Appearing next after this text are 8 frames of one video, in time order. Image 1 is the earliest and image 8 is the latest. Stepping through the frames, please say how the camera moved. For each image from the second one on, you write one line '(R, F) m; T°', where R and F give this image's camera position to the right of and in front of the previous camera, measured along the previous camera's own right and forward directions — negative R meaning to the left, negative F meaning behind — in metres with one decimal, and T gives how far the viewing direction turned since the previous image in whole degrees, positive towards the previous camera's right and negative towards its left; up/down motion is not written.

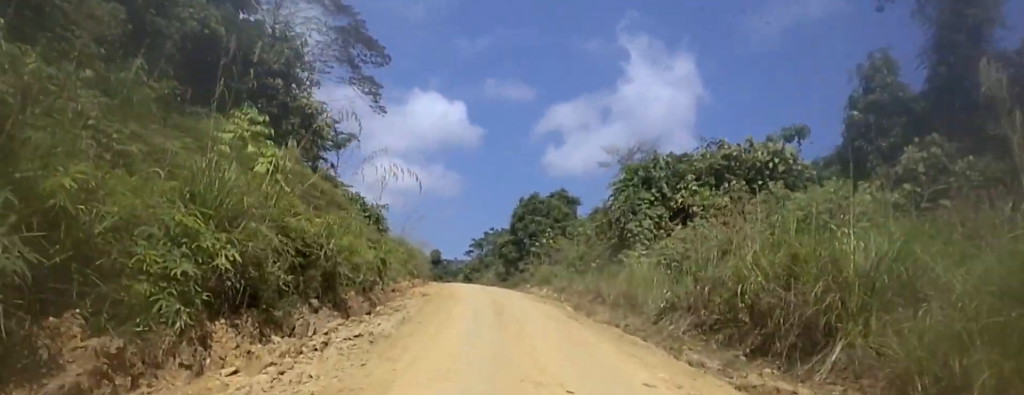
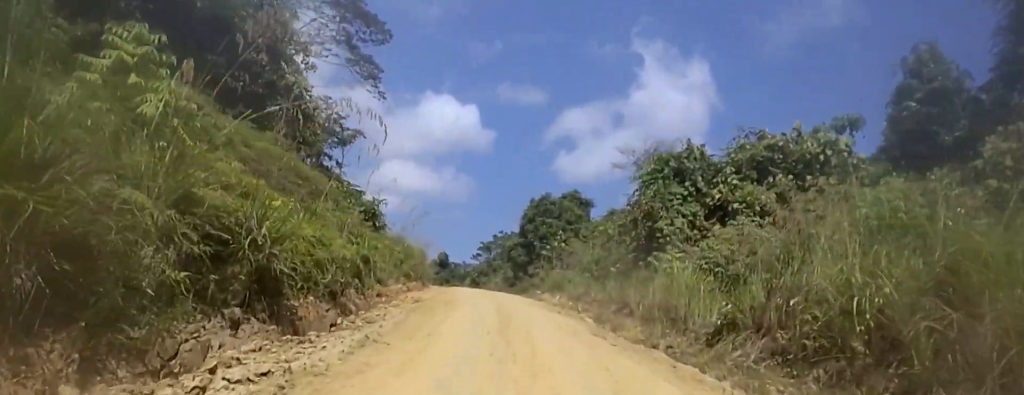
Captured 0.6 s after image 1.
(-0.7, +4.1) m; 0°
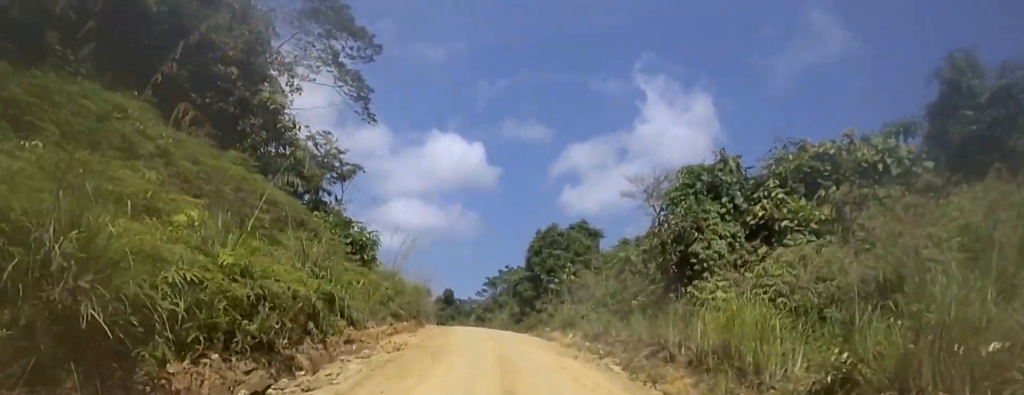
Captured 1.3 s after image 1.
(+0.9, +4.2) m; 0°
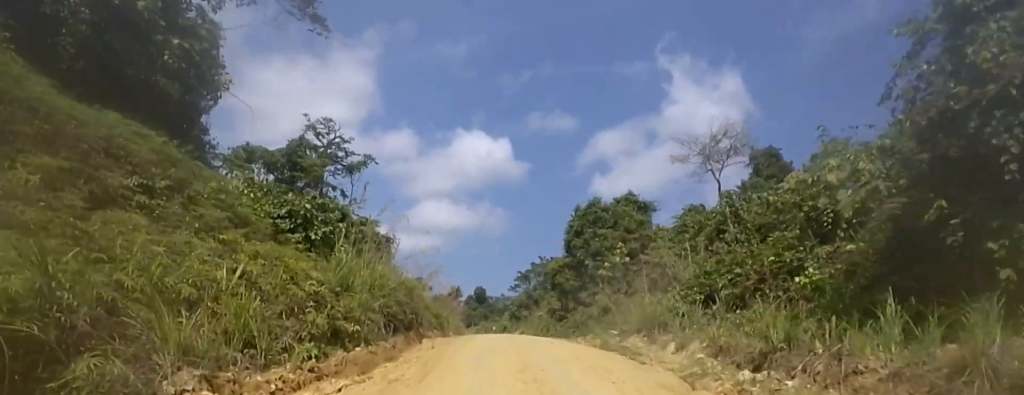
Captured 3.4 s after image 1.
(-1.1, +12.6) m; -1°
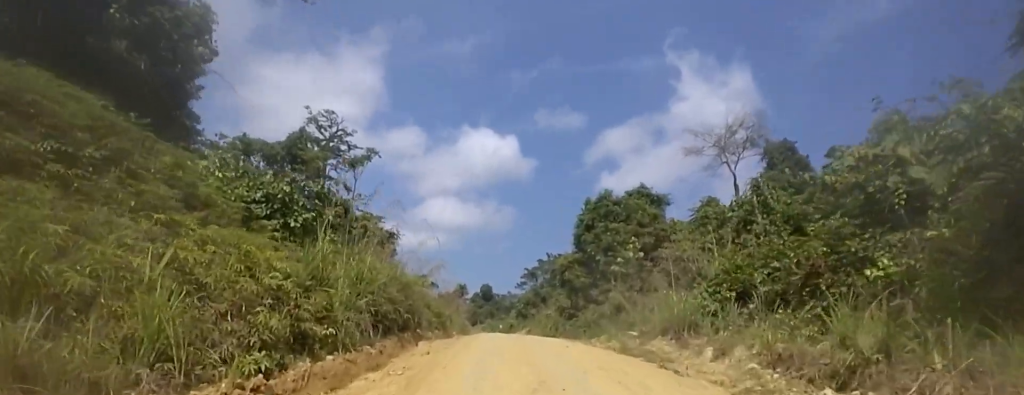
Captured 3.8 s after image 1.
(0.0, +2.4) m; +1°
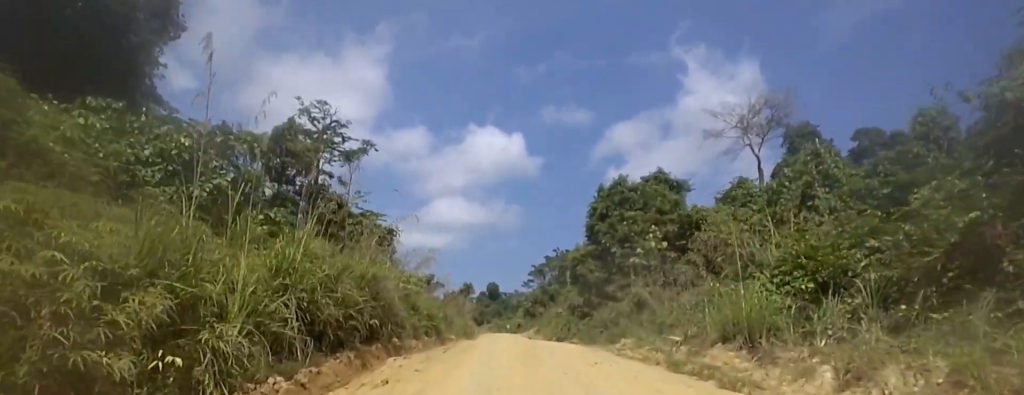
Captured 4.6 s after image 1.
(0.0, +4.8) m; -1°
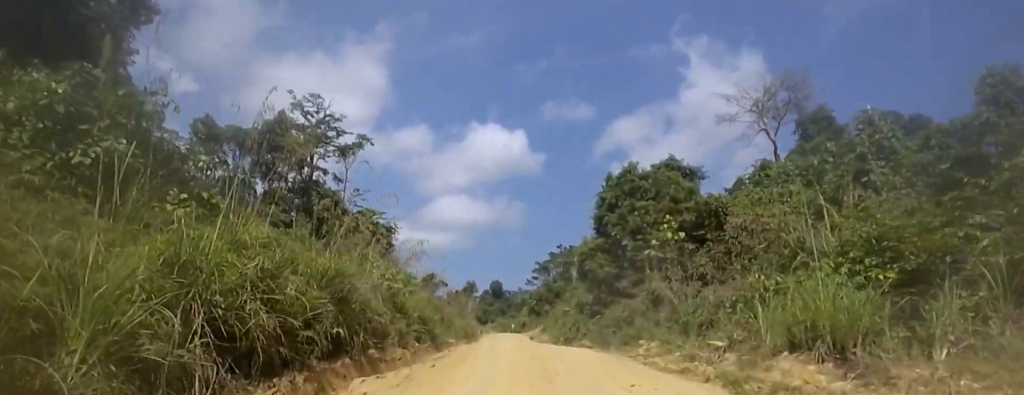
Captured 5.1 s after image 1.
(-0.1, +2.9) m; +3°
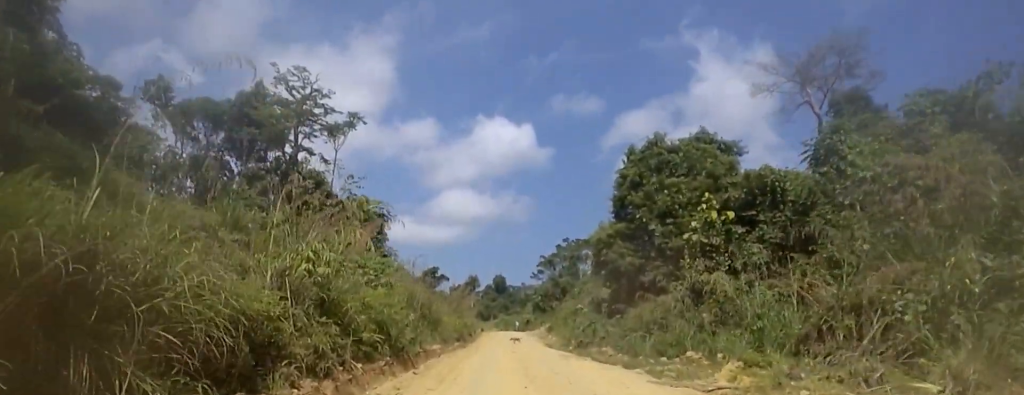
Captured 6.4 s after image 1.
(+0.6, +7.3) m; -2°
